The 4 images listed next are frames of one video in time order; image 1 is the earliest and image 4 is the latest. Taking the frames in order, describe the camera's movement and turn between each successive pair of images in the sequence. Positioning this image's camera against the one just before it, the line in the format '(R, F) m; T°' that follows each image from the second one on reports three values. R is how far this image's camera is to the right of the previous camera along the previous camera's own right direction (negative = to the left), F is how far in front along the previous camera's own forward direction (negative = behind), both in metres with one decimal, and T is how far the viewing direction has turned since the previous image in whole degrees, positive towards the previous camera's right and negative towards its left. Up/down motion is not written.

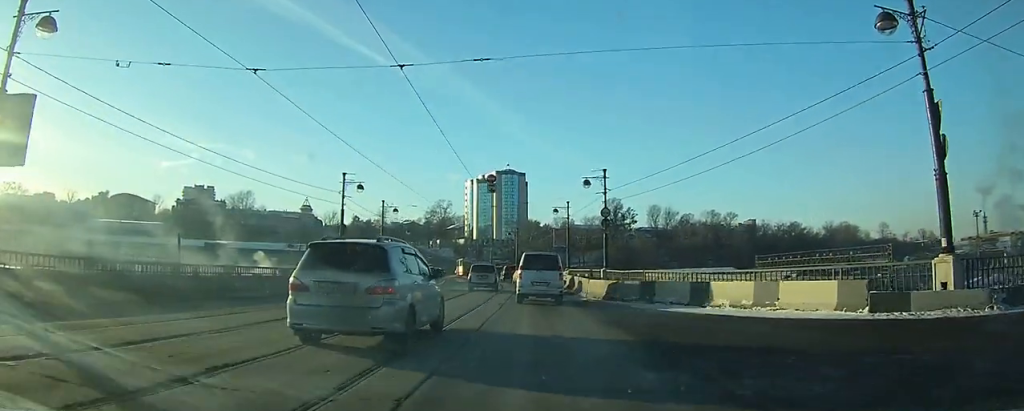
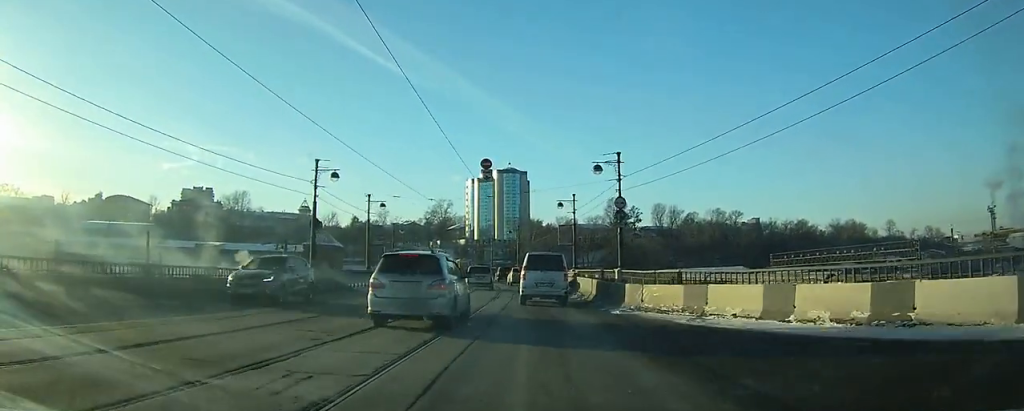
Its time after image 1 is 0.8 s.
(0.0, +6.3) m; 0°
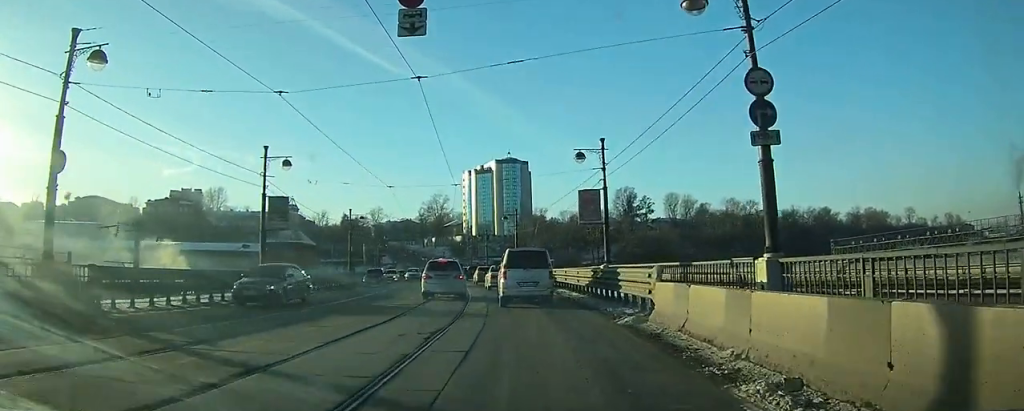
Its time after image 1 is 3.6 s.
(+0.2, +23.0) m; 0°
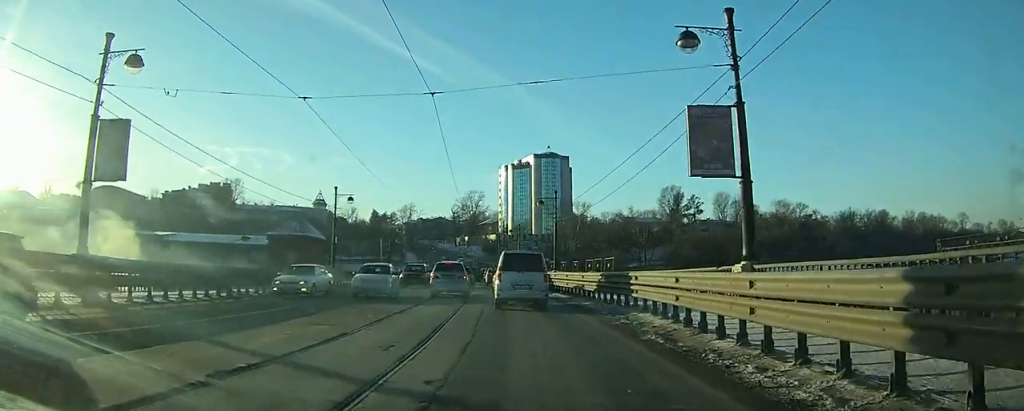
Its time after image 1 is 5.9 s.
(-0.4, +17.4) m; -3°
